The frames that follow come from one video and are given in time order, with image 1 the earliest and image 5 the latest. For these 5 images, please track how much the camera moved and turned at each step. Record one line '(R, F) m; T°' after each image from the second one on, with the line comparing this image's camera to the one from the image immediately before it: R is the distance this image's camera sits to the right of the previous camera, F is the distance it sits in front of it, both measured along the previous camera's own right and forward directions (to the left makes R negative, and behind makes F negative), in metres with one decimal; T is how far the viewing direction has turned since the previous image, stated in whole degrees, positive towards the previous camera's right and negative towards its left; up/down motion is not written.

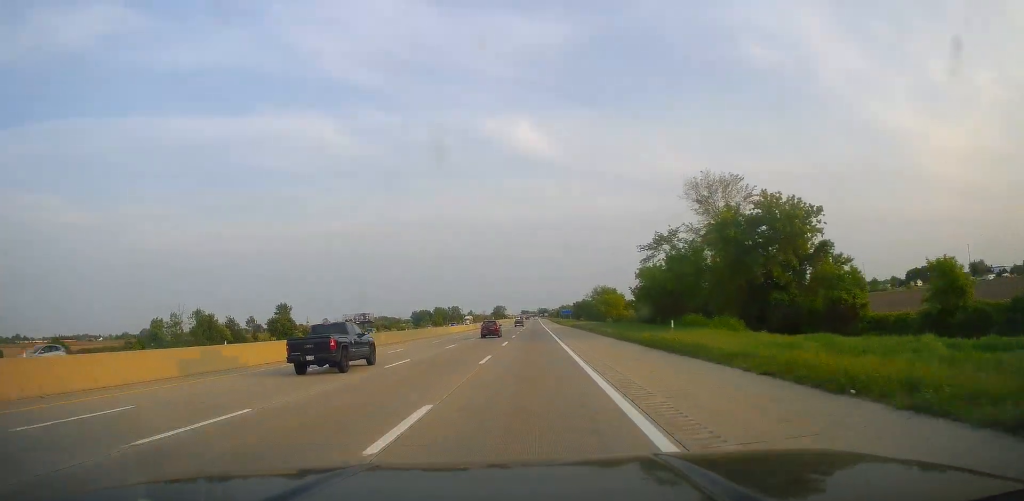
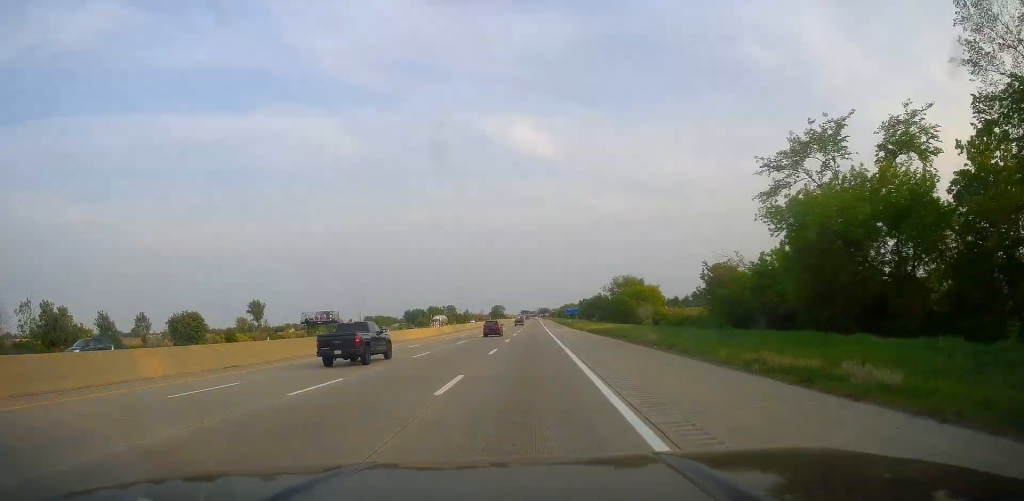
(-0.8, +40.3) m; 0°
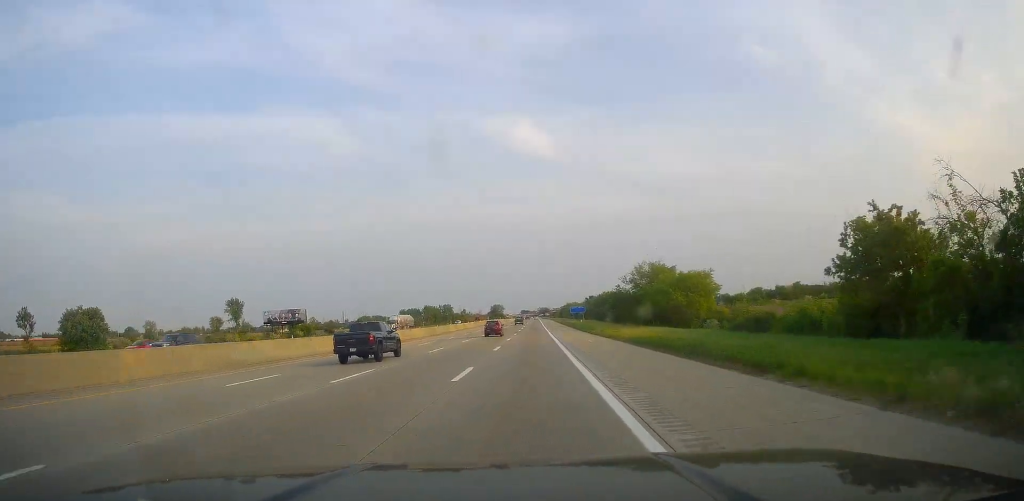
(+0.2, +27.1) m; +1°
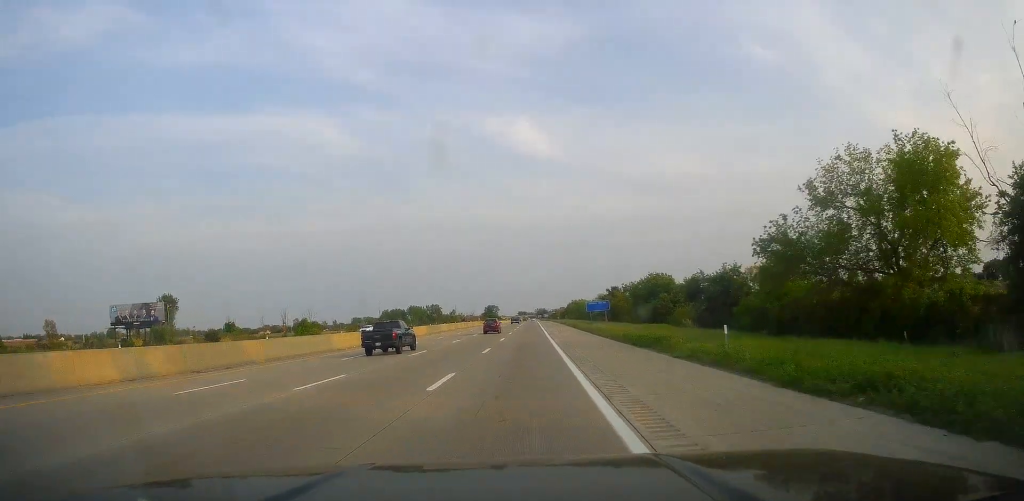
(-0.7, +64.5) m; -1°
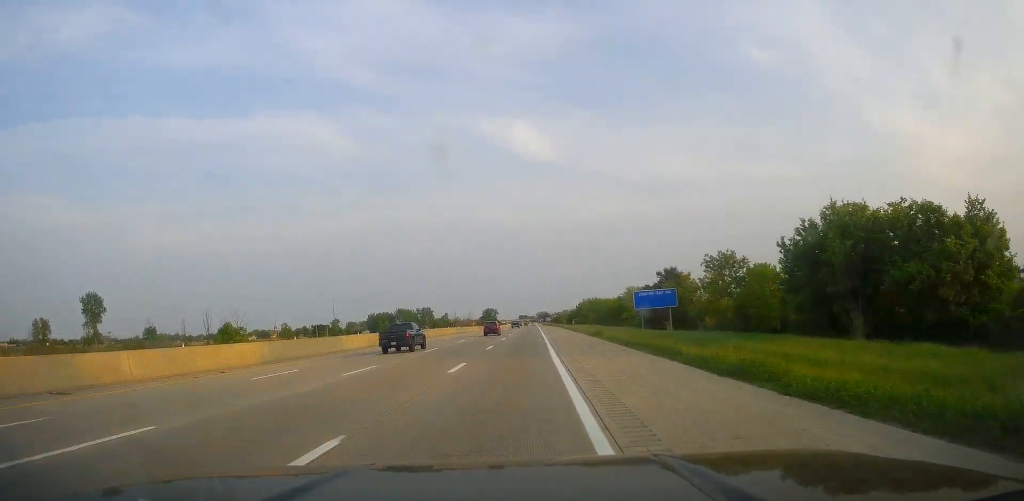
(+0.7, +56.1) m; +1°
